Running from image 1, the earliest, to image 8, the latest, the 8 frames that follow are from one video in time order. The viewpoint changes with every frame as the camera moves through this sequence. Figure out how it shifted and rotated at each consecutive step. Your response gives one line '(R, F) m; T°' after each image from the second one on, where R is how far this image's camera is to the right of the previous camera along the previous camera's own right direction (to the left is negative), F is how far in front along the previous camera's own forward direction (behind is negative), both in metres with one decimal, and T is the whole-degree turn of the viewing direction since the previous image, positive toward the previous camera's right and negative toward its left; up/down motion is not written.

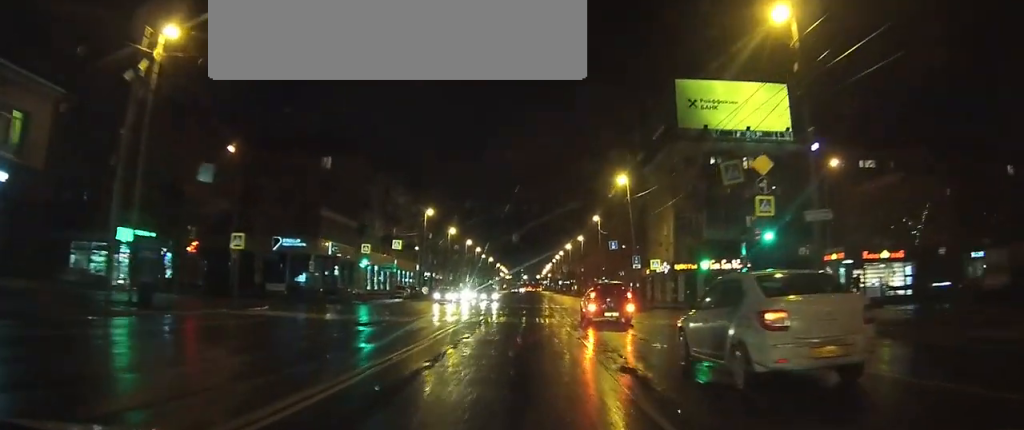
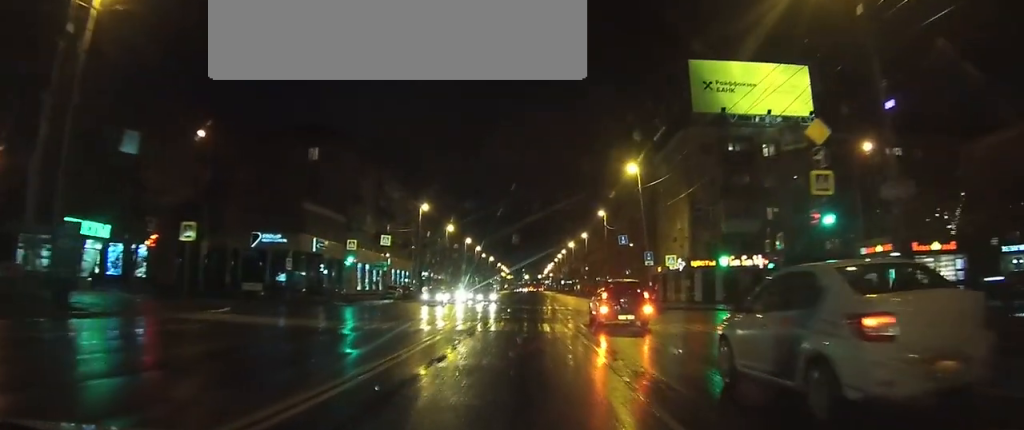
(0.0, +5.1) m; 0°
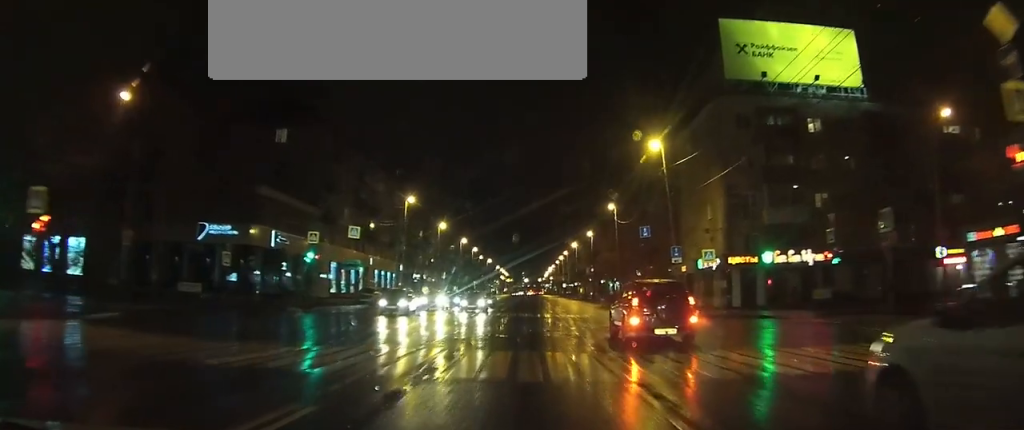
(0.0, +9.7) m; 0°
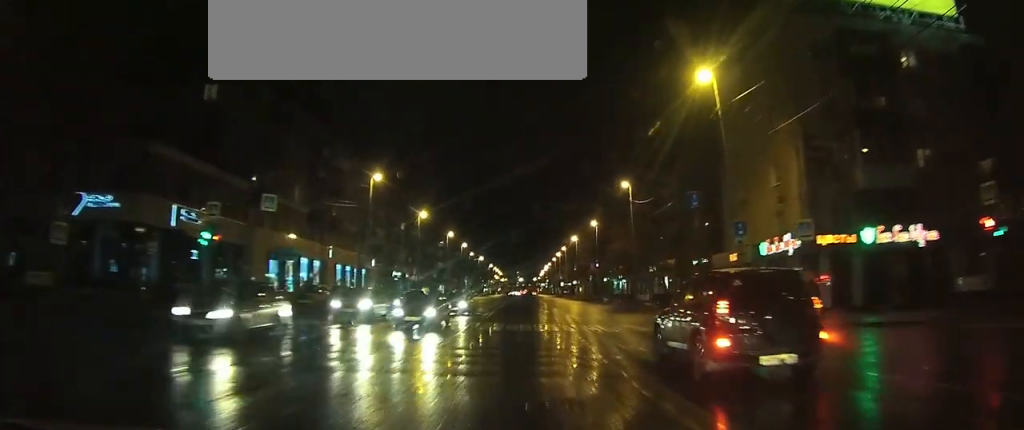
(0.0, +13.8) m; +1°
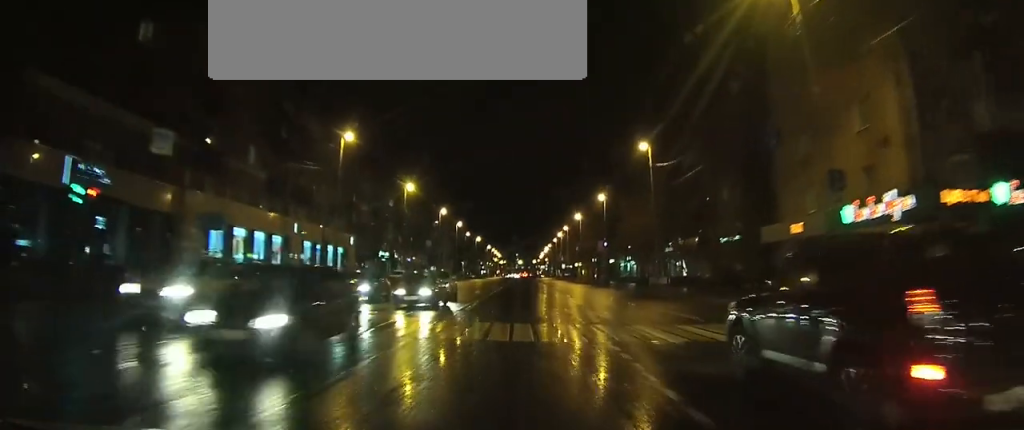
(0.0, +9.4) m; 0°
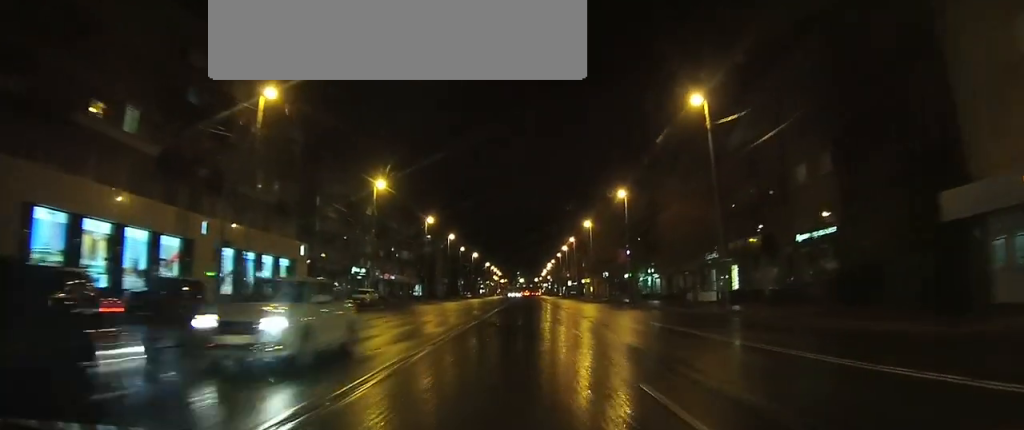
(+0.1, +15.6) m; +1°
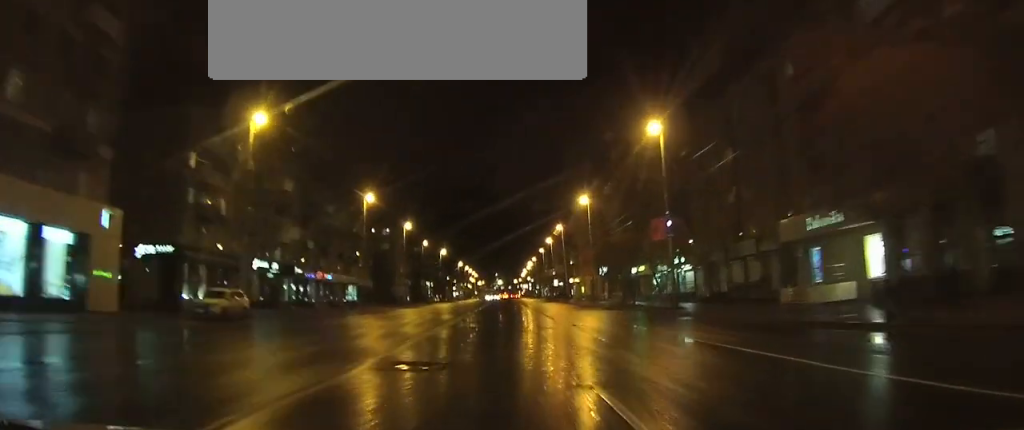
(+0.2, +24.2) m; 0°
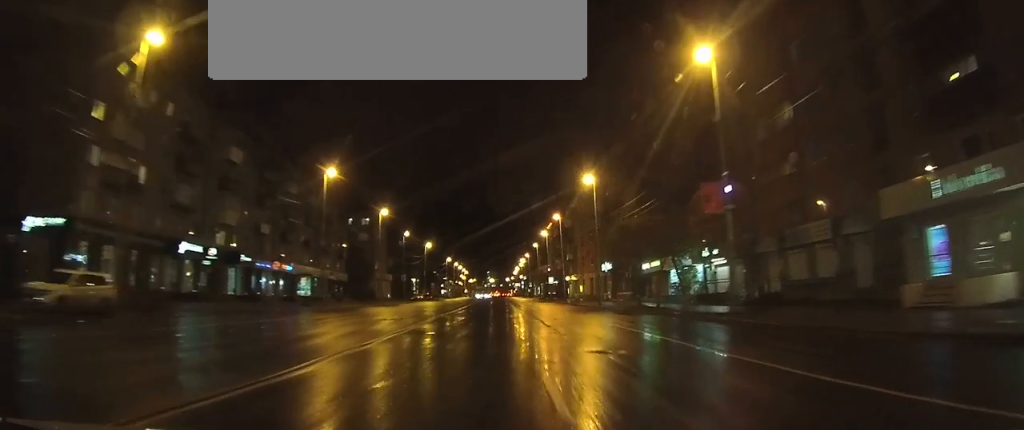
(-0.1, +11.6) m; 0°
